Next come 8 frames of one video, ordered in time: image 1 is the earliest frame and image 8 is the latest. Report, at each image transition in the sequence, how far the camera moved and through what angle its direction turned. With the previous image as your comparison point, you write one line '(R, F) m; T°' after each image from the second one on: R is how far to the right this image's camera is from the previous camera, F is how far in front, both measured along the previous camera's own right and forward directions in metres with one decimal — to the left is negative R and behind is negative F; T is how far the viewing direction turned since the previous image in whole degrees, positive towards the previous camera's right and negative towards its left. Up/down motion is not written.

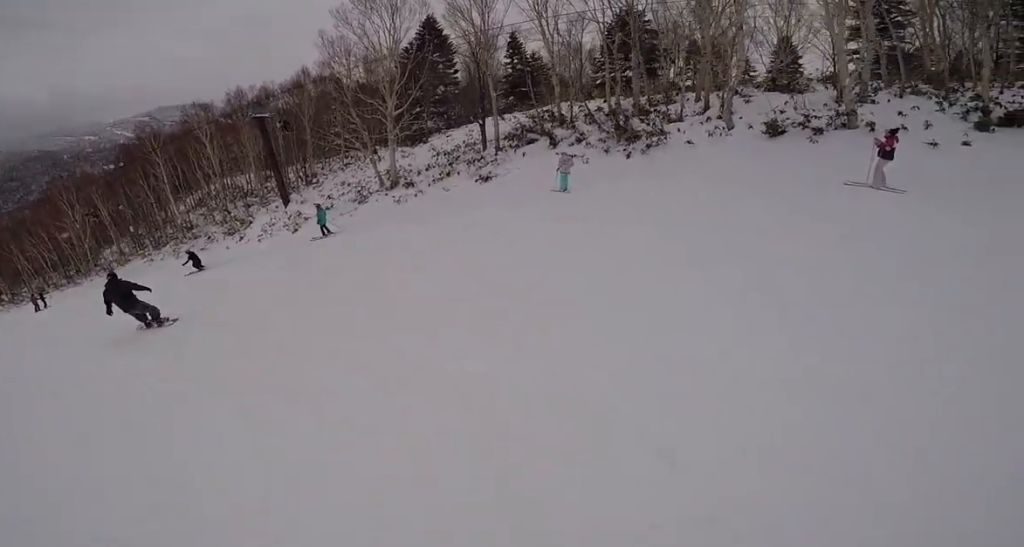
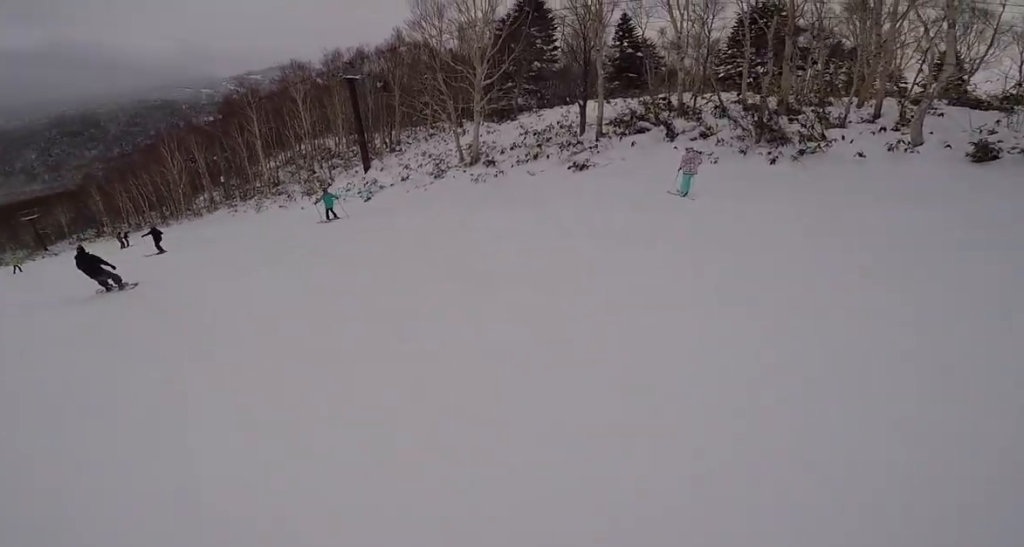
(0.0, +2.3) m; -1°
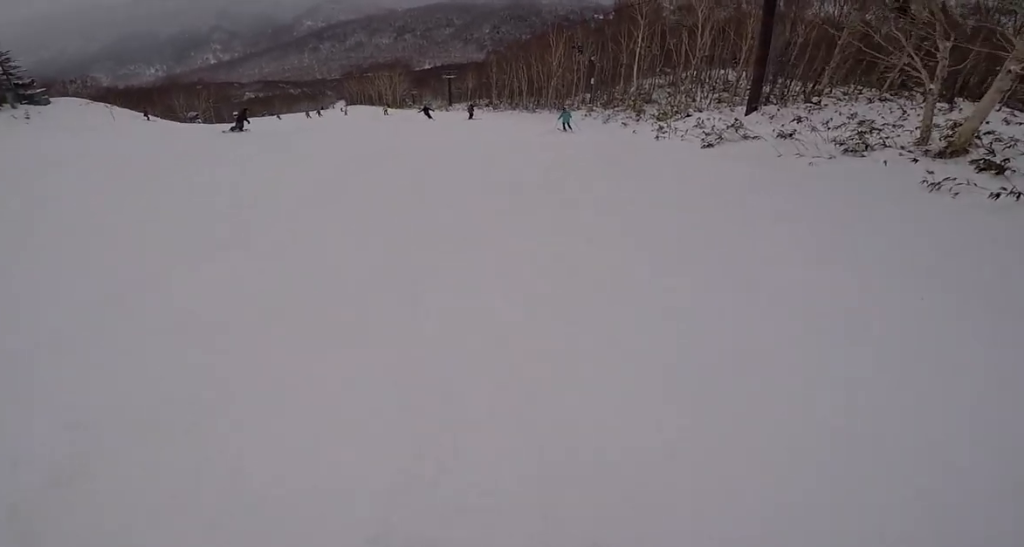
(-2.4, +6.6) m; -63°
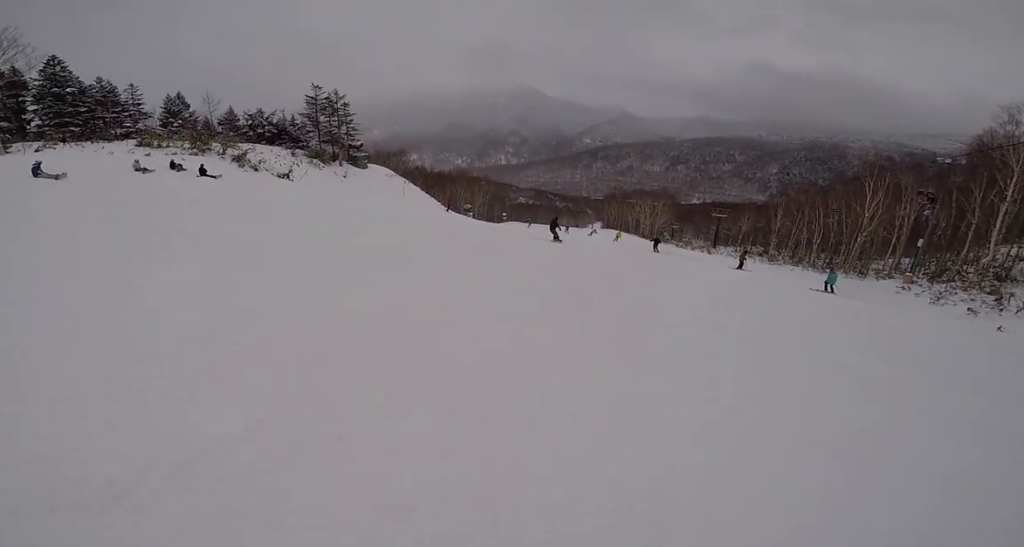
(-1.5, +3.2) m; -24°
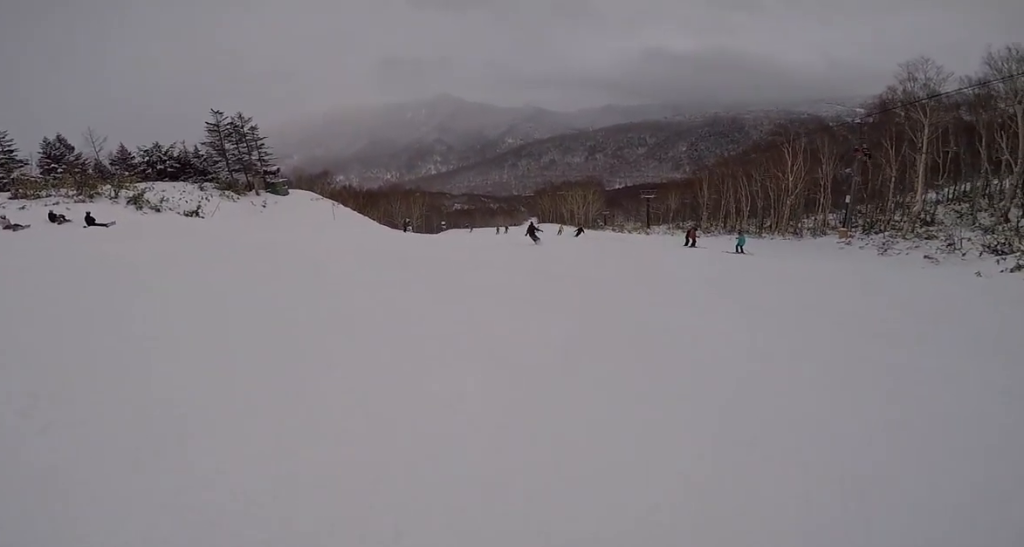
(-0.1, +2.5) m; +16°
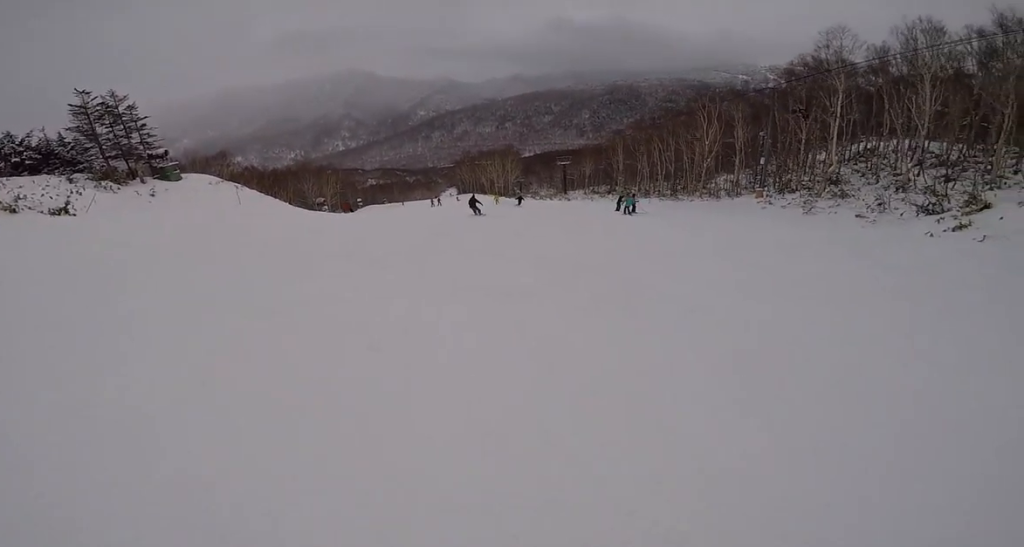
(+0.6, +2.7) m; +28°
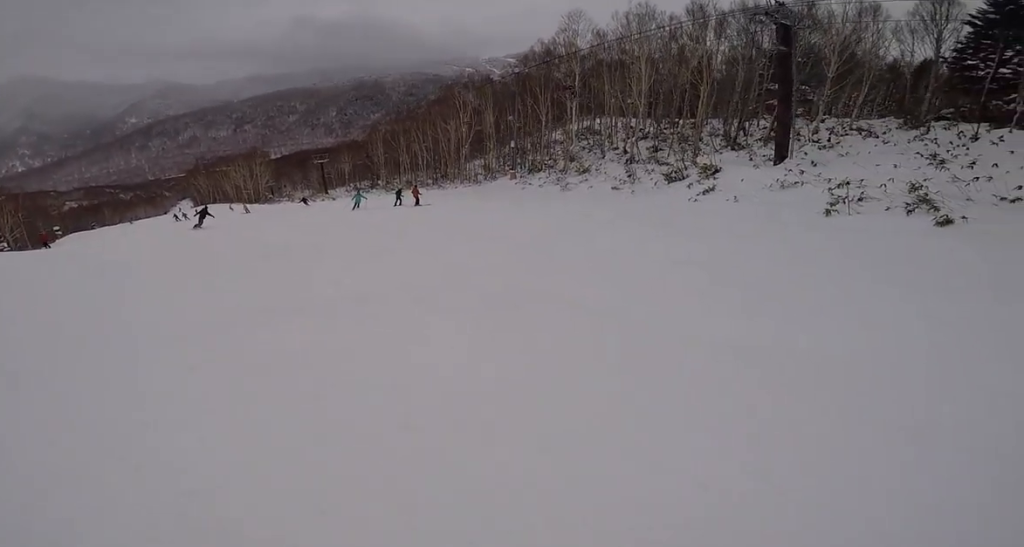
(+1.7, +3.8) m; +34°
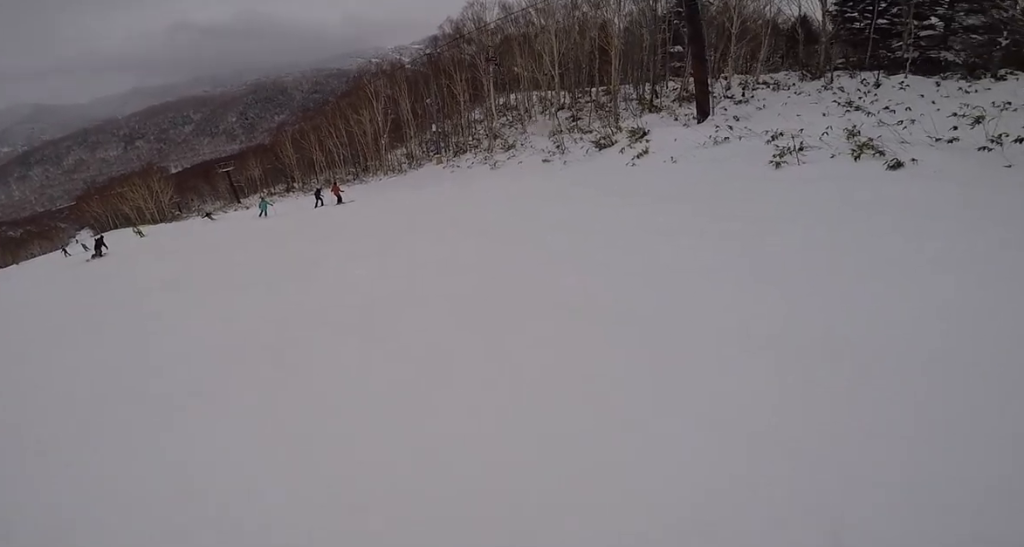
(+0.3, +1.8) m; +7°
